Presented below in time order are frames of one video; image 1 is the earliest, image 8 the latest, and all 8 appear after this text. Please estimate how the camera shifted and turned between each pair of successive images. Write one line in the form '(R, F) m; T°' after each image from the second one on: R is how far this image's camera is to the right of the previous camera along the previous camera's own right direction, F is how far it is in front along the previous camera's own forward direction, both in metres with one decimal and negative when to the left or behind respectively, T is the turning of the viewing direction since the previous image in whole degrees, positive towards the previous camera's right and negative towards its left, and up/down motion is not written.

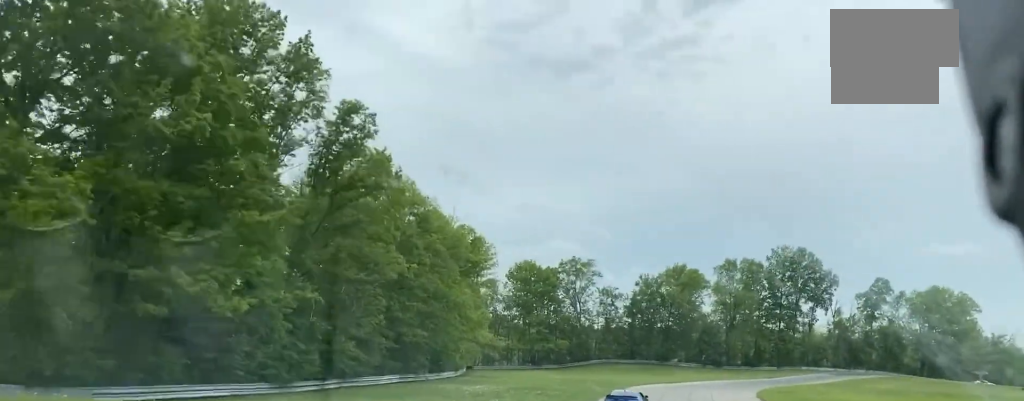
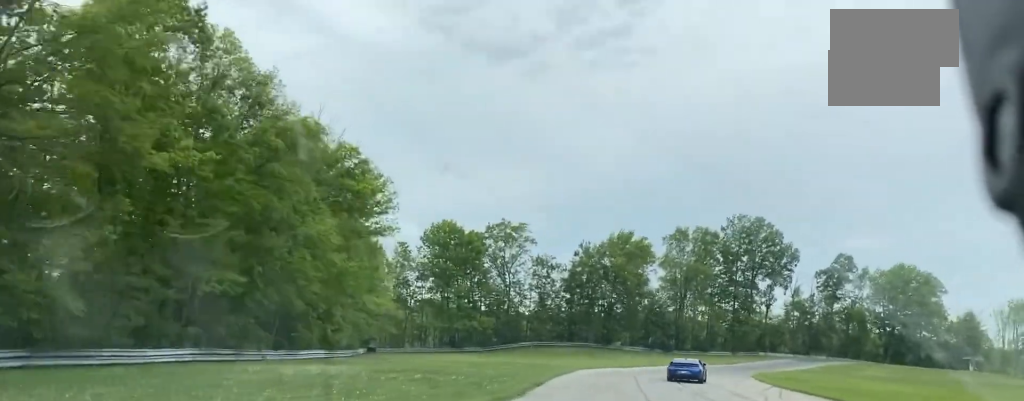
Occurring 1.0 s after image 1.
(+2.4, +28.8) m; +6°
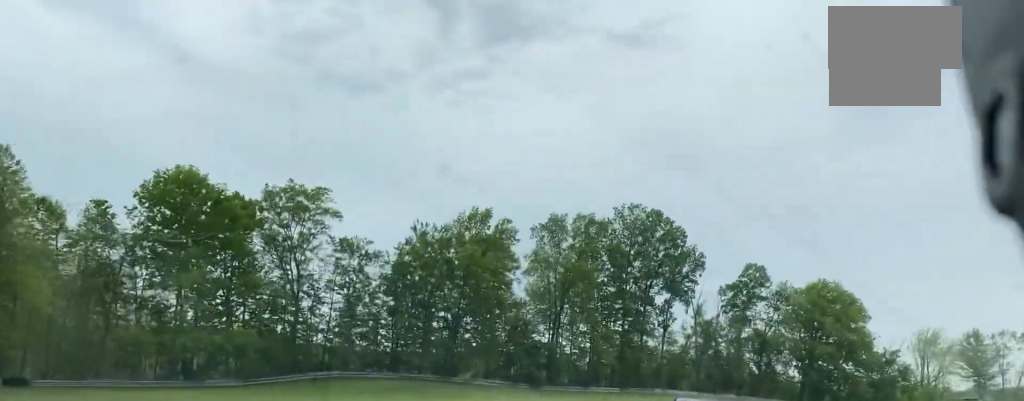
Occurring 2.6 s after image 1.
(+2.6, +49.9) m; +2°
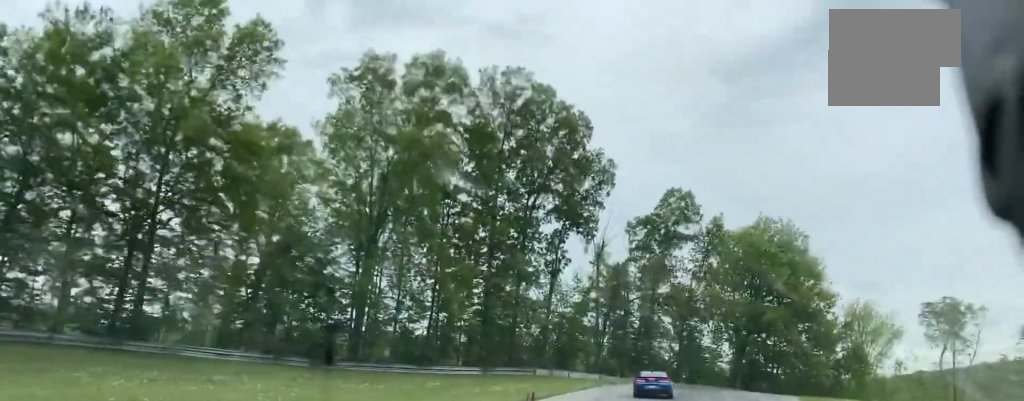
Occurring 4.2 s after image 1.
(+2.0, +49.7) m; +15°
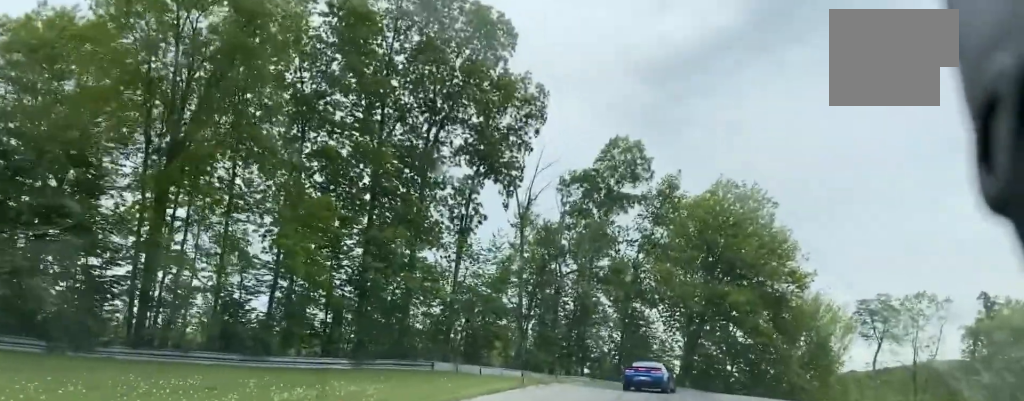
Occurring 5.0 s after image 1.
(+4.6, +23.3) m; +11°
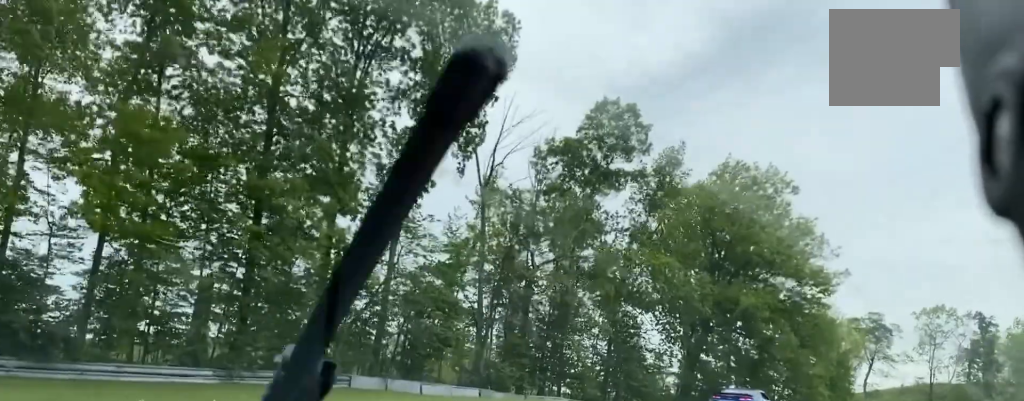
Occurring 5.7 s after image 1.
(-0.6, +19.9) m; +4°
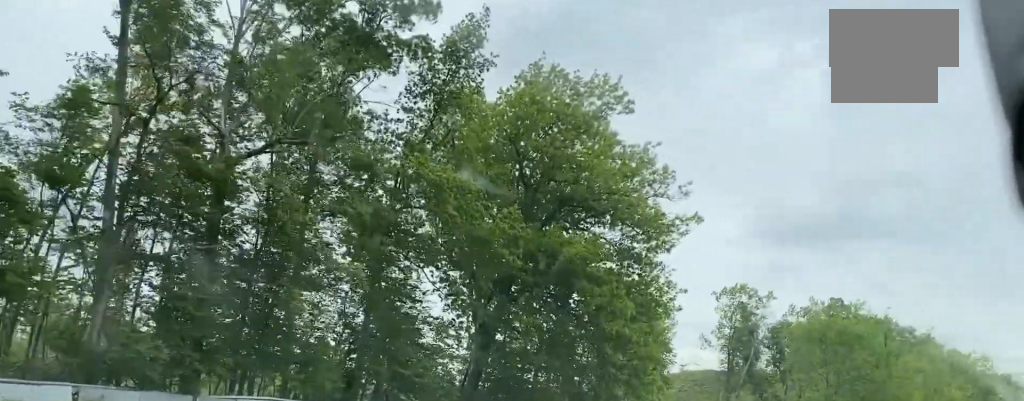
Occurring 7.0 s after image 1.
(+3.8, +27.0) m; +25°
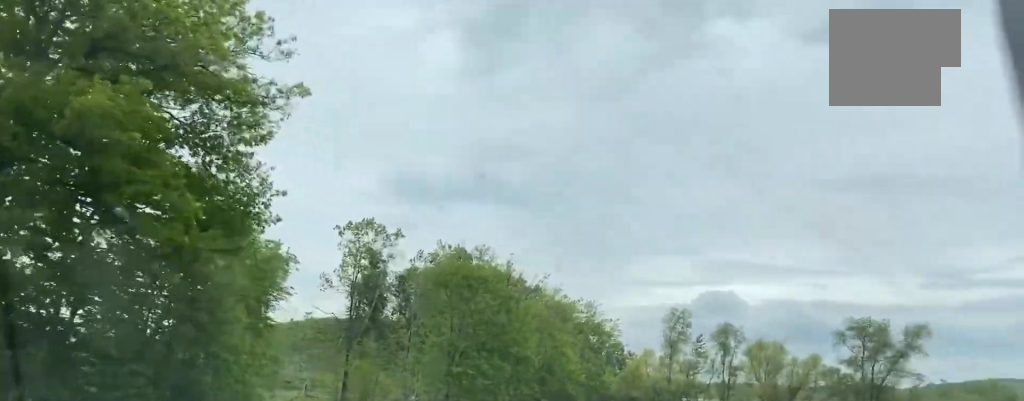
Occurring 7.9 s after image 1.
(+3.1, +12.3) m; +27°
